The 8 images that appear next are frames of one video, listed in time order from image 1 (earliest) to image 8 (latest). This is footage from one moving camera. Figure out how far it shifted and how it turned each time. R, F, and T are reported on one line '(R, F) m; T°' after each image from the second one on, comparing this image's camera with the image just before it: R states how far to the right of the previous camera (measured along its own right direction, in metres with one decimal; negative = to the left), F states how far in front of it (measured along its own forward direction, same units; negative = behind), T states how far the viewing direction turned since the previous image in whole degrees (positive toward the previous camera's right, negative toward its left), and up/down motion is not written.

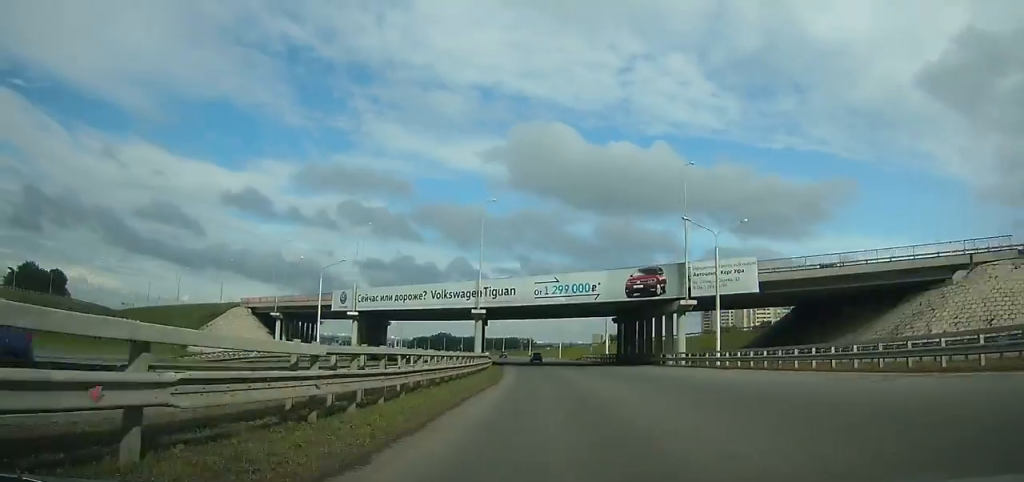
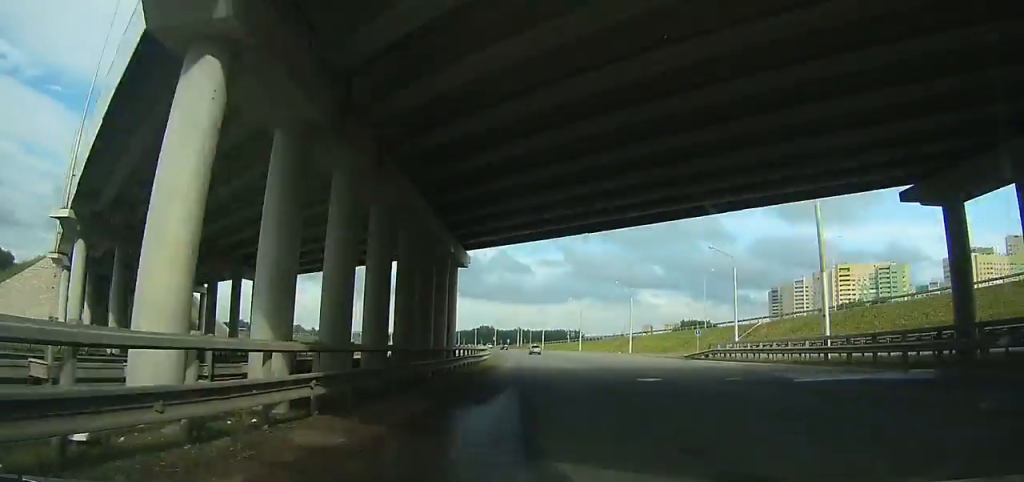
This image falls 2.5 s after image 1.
(-2.6, +59.1) m; -5°
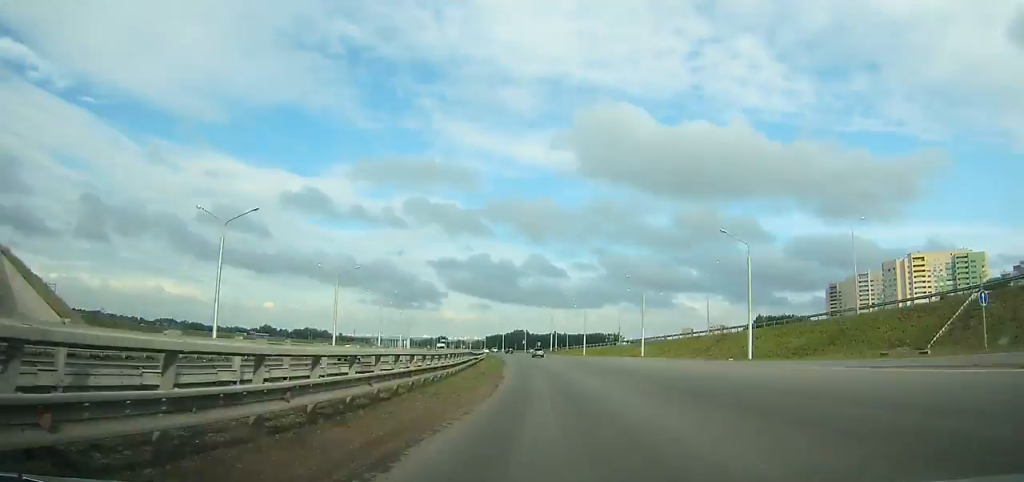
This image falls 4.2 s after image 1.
(-0.1, +41.3) m; -4°
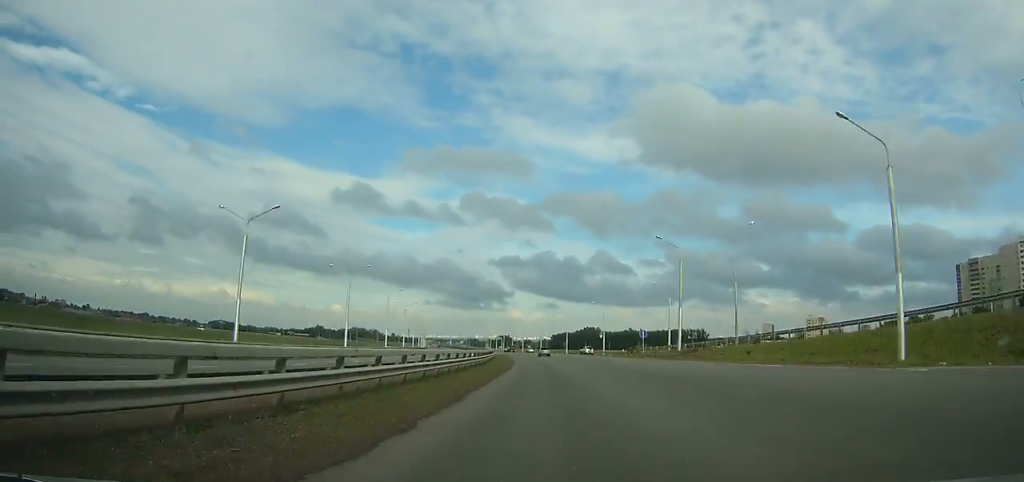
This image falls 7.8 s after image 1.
(-6.6, +91.6) m; -7°
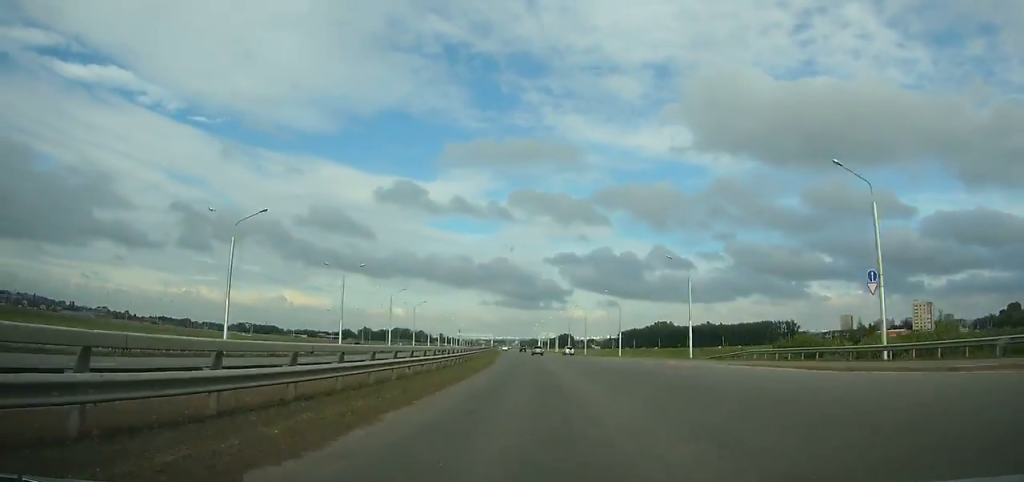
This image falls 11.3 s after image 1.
(-5.1, +93.4) m; -5°
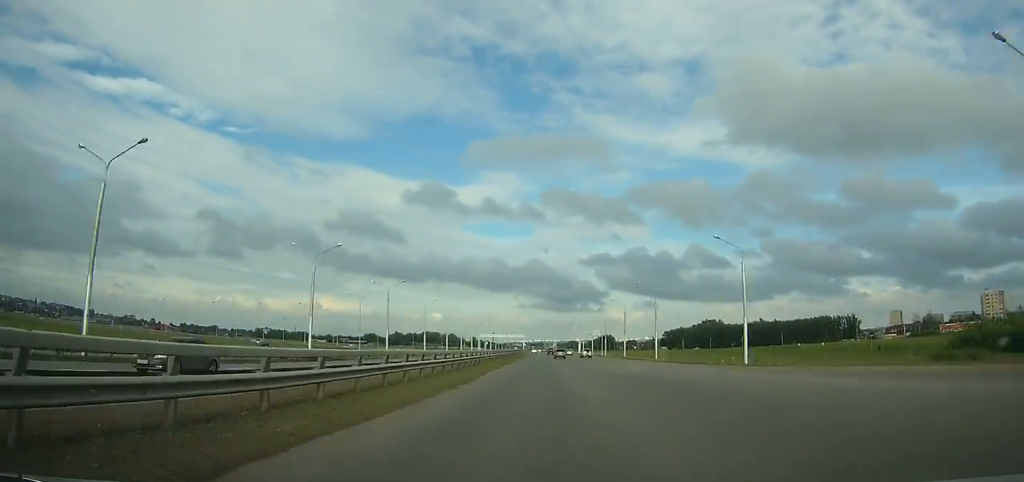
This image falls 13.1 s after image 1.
(-0.7, +49.3) m; -2°
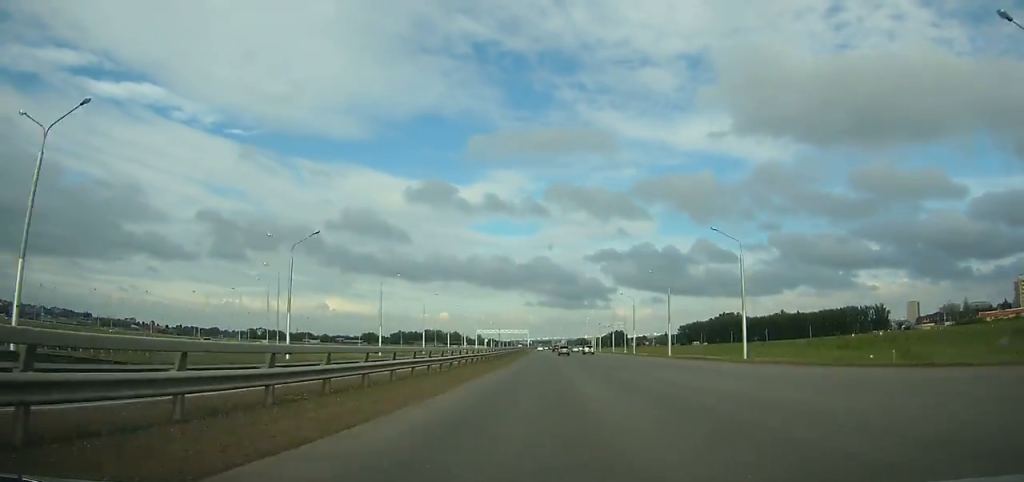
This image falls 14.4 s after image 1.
(-1.0, +36.5) m; -1°
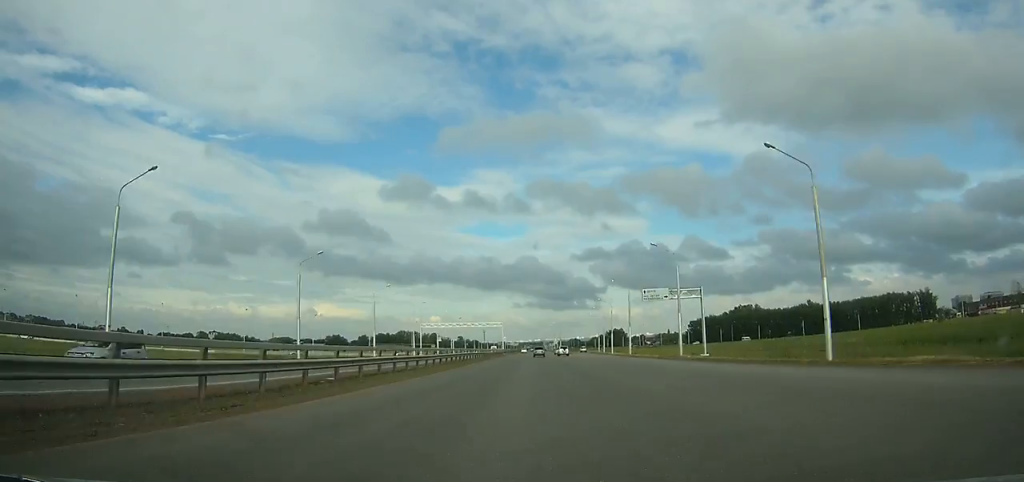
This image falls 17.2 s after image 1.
(-1.4, +79.0) m; -1°
